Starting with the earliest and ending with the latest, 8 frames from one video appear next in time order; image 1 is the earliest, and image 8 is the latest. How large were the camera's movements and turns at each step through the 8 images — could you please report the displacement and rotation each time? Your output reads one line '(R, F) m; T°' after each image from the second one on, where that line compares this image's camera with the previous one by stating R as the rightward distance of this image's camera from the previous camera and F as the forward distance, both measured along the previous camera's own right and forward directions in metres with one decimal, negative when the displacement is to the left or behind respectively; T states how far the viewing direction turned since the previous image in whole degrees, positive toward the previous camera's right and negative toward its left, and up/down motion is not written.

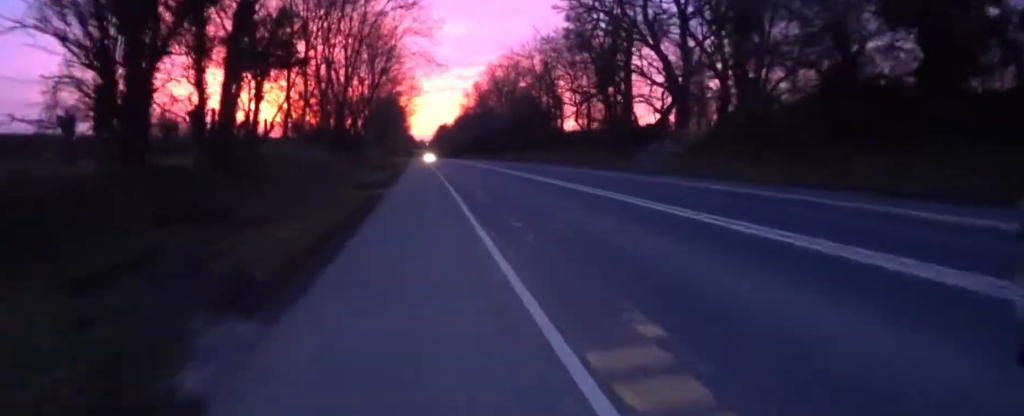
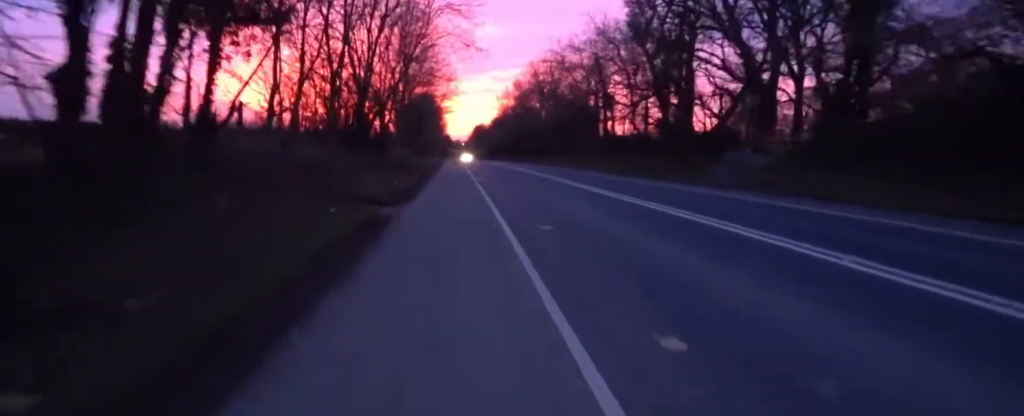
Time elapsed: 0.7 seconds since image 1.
(0.0, +4.1) m; +1°
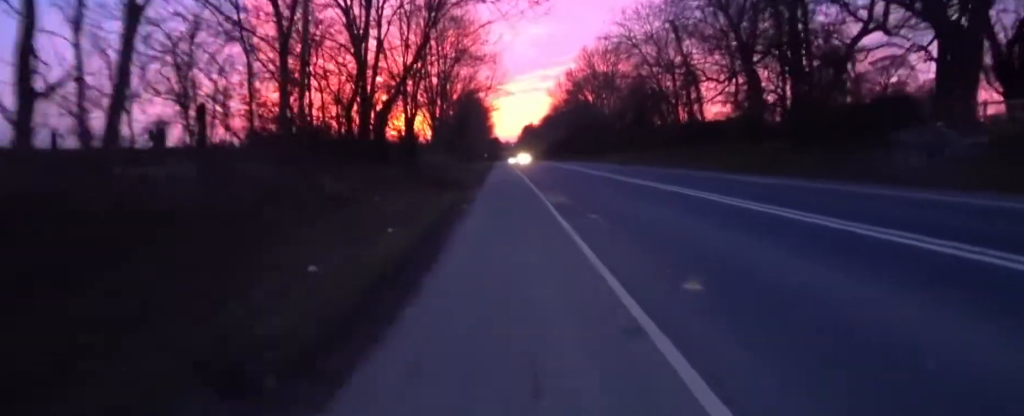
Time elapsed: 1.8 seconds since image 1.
(+0.2, +7.2) m; 0°
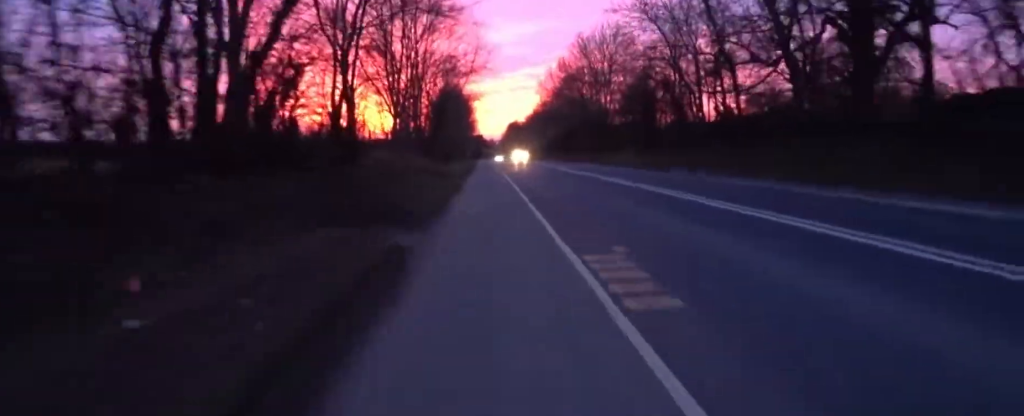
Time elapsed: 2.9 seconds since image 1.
(-0.4, +6.5) m; -6°
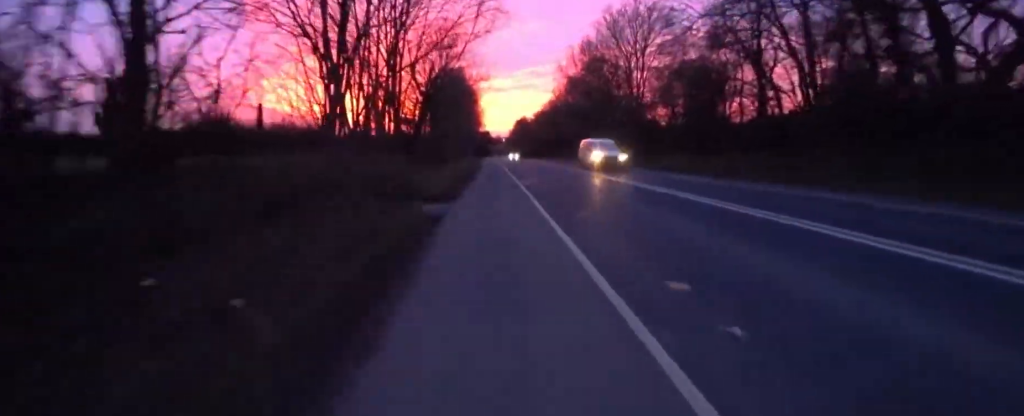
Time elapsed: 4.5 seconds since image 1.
(+0.6, +9.0) m; 0°
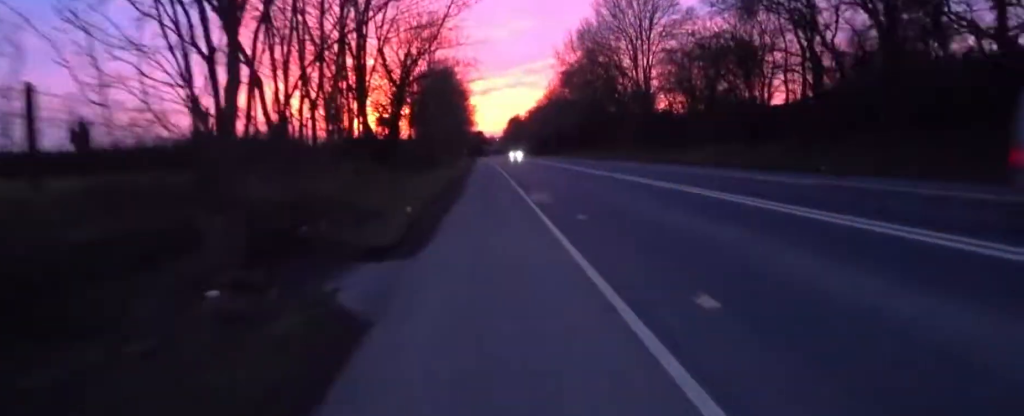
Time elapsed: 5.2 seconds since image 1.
(-1.0, +4.5) m; 0°
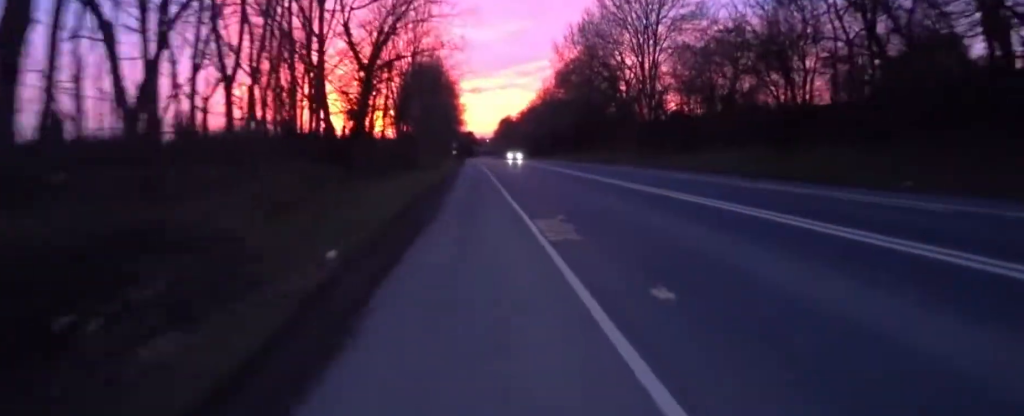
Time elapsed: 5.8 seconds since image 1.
(+0.2, +3.6) m; 0°
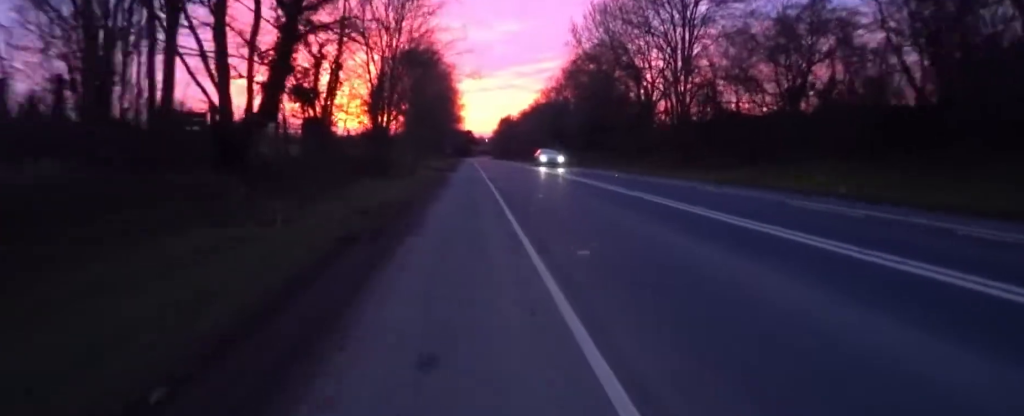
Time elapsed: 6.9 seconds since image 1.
(+0.3, +6.1) m; 0°
